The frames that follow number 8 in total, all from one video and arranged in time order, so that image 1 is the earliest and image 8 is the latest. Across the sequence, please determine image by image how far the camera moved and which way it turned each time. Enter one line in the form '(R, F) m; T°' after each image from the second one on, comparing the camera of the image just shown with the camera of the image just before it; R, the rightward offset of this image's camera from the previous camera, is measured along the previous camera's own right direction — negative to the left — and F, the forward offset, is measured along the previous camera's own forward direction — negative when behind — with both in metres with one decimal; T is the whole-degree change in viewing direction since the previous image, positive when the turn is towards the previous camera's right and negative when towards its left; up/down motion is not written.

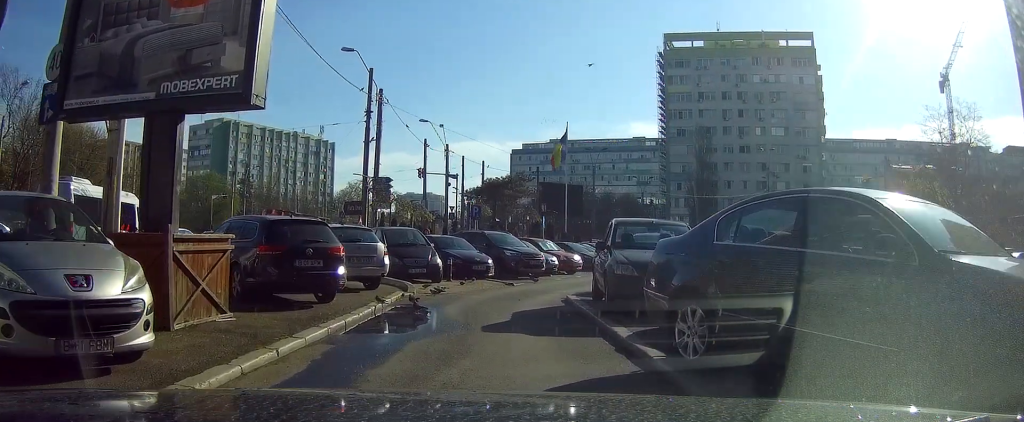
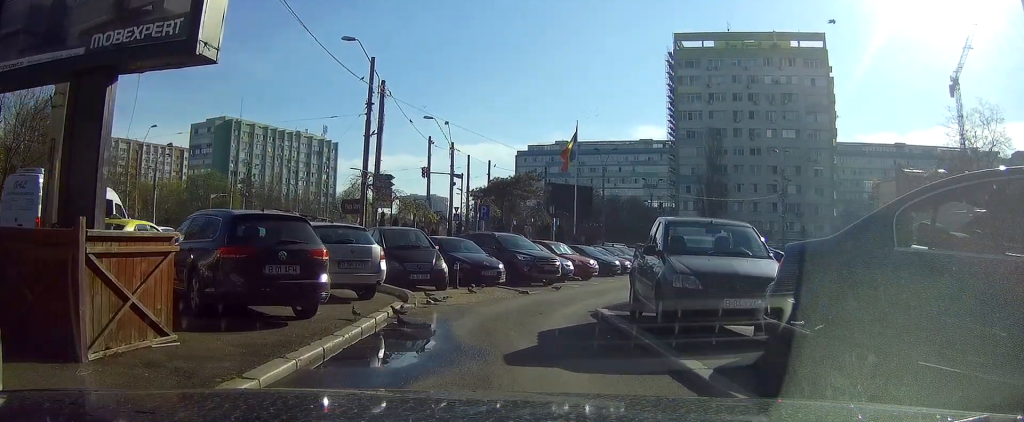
(0.0, +2.4) m; 0°
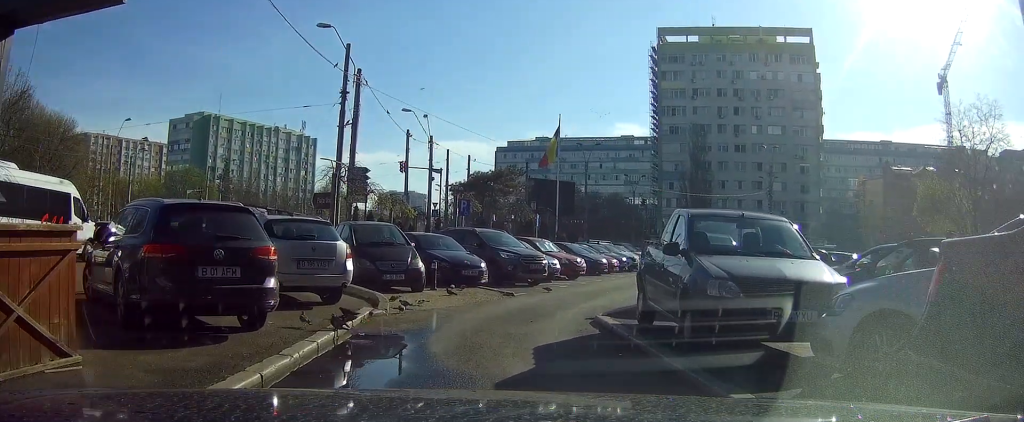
(0.0, +1.8) m; 0°
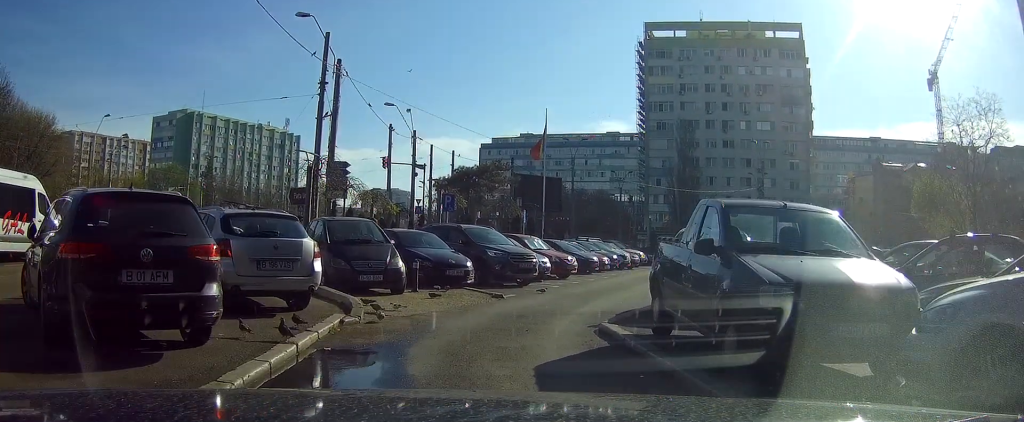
(0.0, +1.5) m; 0°
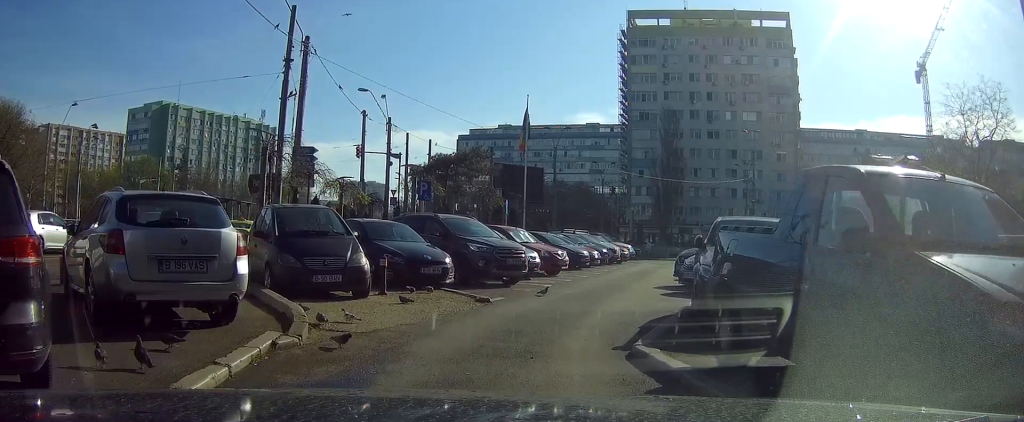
(0.0, +2.8) m; 0°
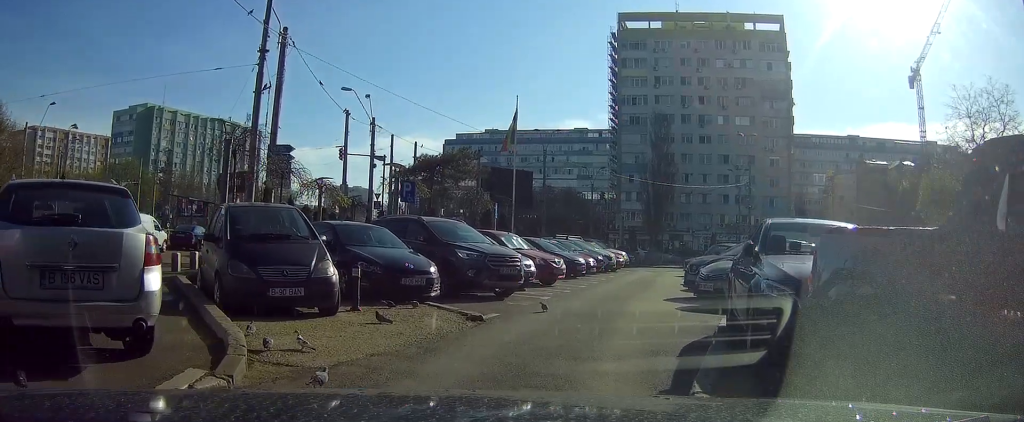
(0.0, +2.0) m; 0°
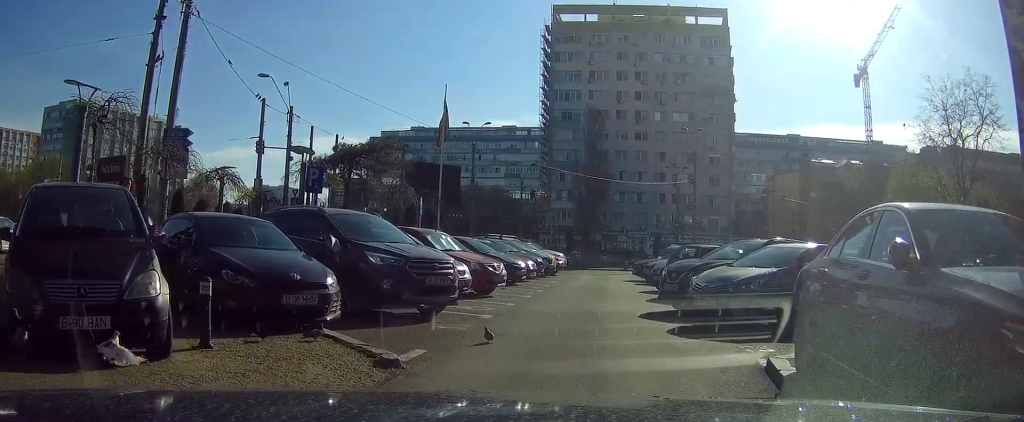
(0.0, +4.0) m; 0°
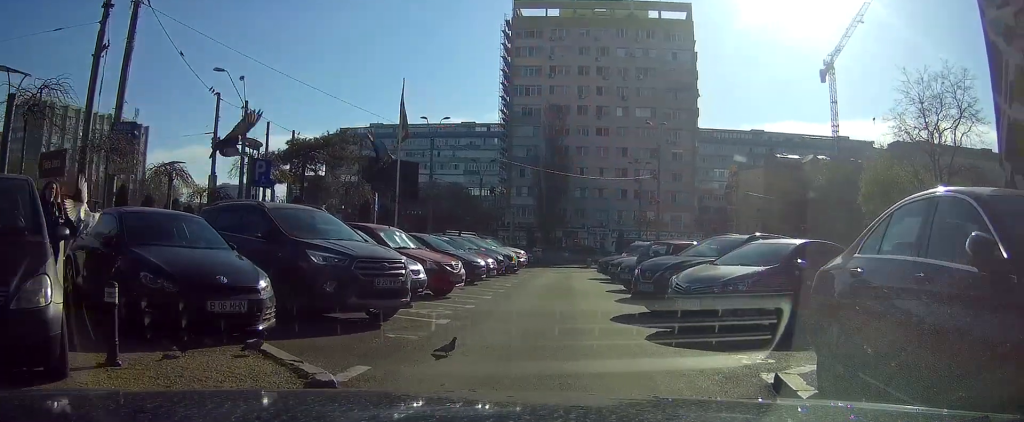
(0.0, +1.2) m; 0°
